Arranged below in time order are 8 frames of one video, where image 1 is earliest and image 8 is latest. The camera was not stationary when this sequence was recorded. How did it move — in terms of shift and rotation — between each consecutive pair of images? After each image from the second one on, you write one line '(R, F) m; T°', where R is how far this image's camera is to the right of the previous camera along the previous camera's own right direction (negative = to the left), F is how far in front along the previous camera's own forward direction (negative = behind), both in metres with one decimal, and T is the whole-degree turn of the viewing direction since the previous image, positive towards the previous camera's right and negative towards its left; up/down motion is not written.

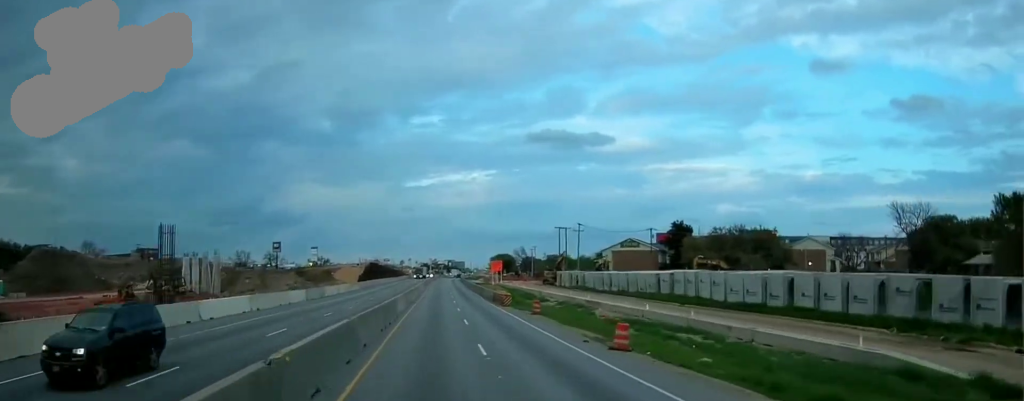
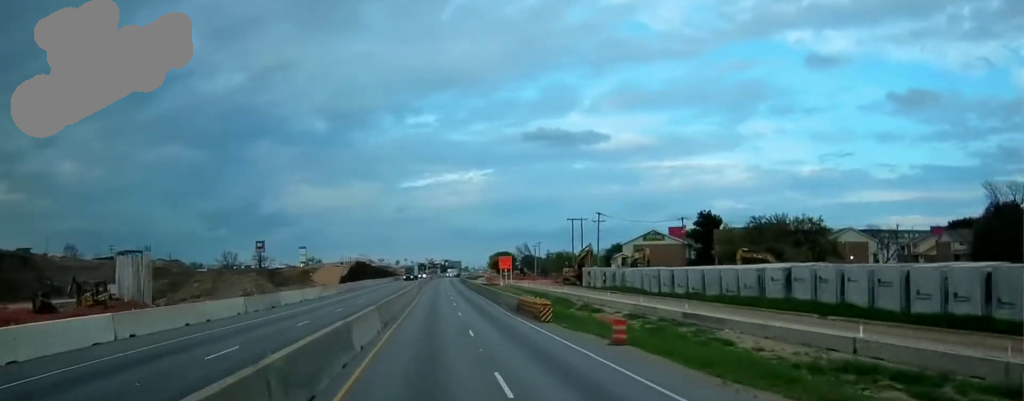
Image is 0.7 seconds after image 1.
(+0.5, +19.3) m; +1°
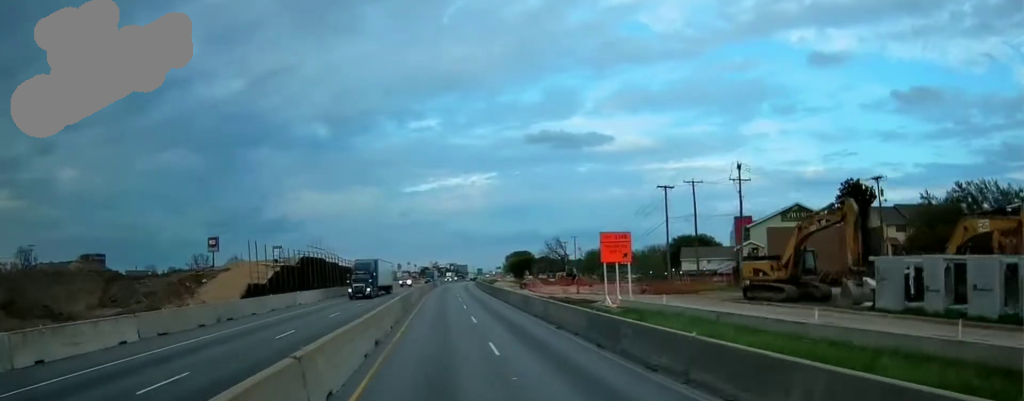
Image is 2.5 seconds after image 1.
(+0.2, +53.6) m; +1°
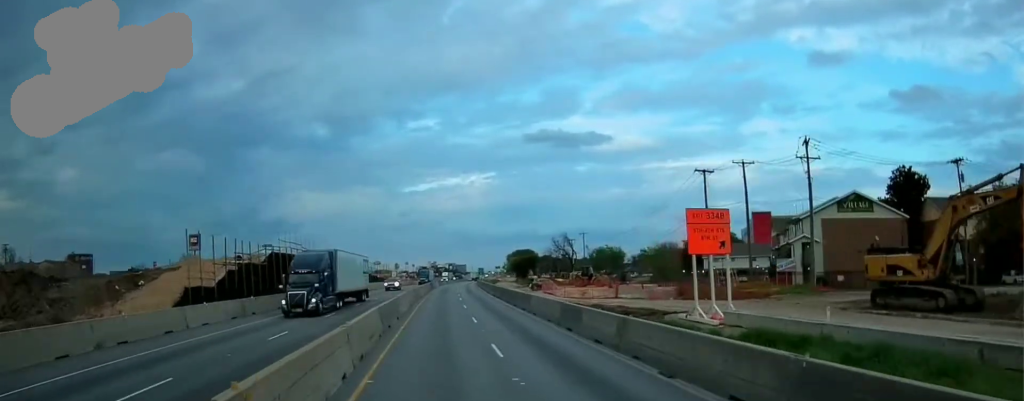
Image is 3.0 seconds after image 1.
(0.0, +14.3) m; 0°
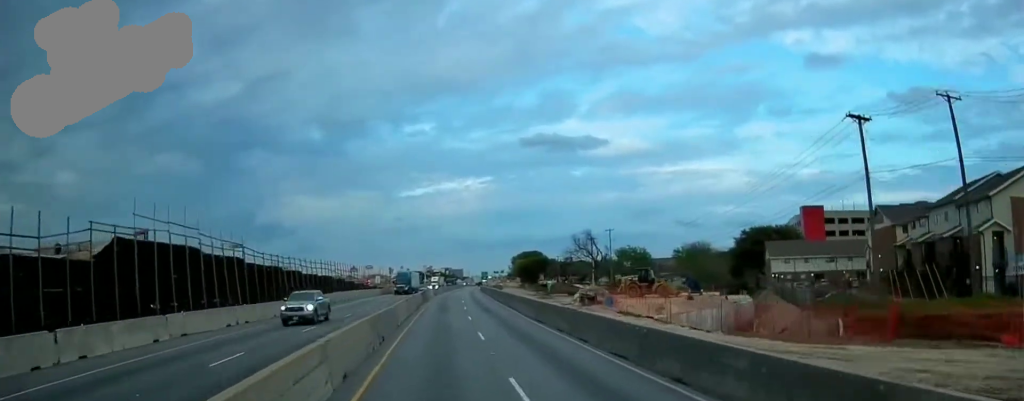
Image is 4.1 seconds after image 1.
(+0.2, +30.2) m; +1°
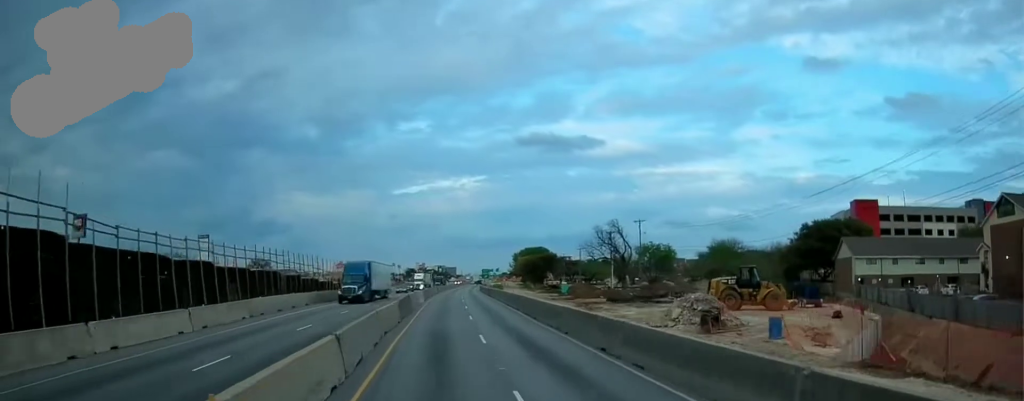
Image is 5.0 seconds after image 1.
(+0.1, +24.3) m; +1°
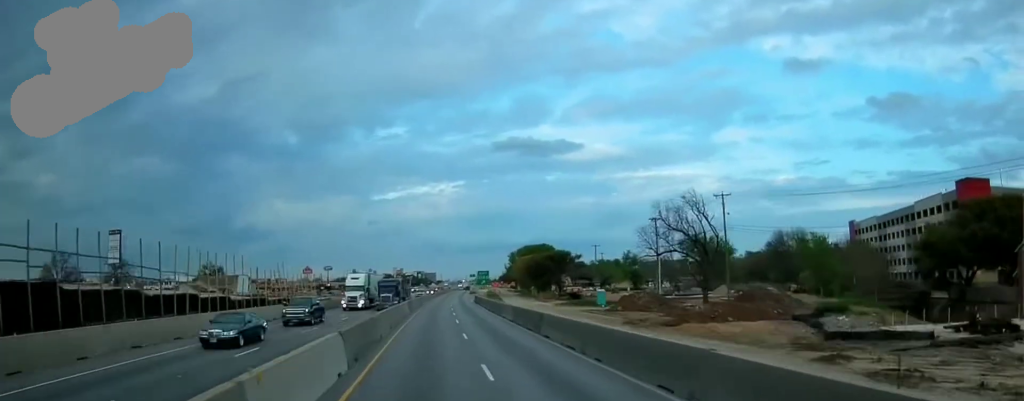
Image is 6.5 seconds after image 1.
(+0.1, +43.9) m; 0°
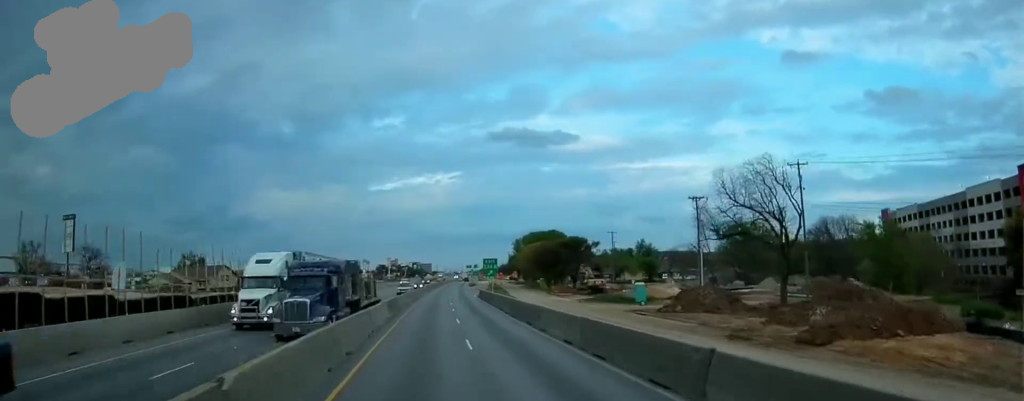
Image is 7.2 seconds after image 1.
(0.0, +18.7) m; 0°
